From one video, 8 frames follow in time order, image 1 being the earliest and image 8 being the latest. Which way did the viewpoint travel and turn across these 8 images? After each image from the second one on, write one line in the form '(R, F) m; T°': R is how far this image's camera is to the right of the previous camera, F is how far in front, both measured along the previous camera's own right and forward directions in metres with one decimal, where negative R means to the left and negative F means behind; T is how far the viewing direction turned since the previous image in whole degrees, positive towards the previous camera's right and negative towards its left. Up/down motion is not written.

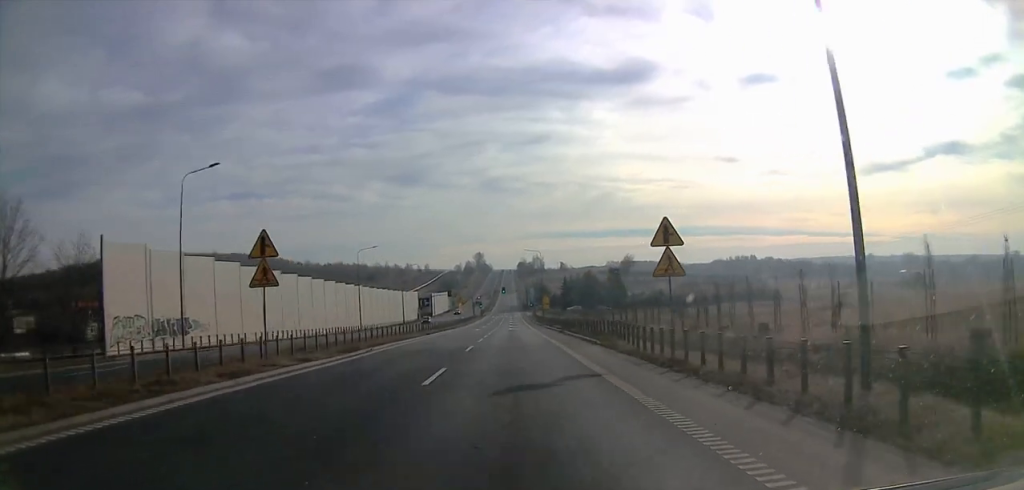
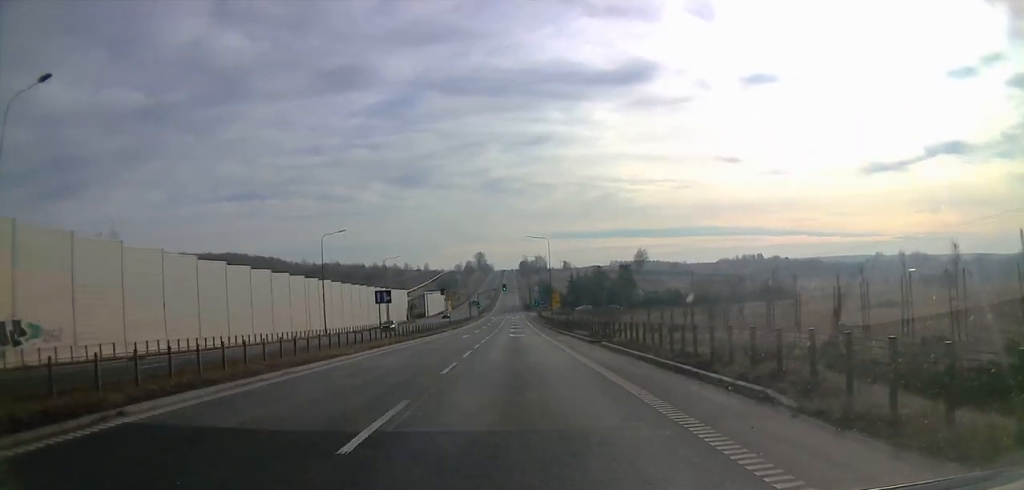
(+0.3, +18.3) m; 0°
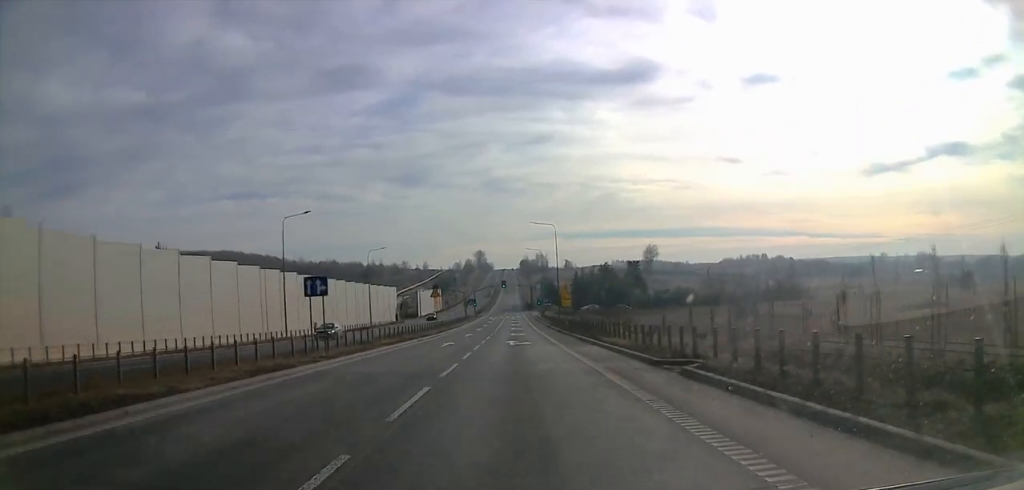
(-0.2, +12.5) m; -1°
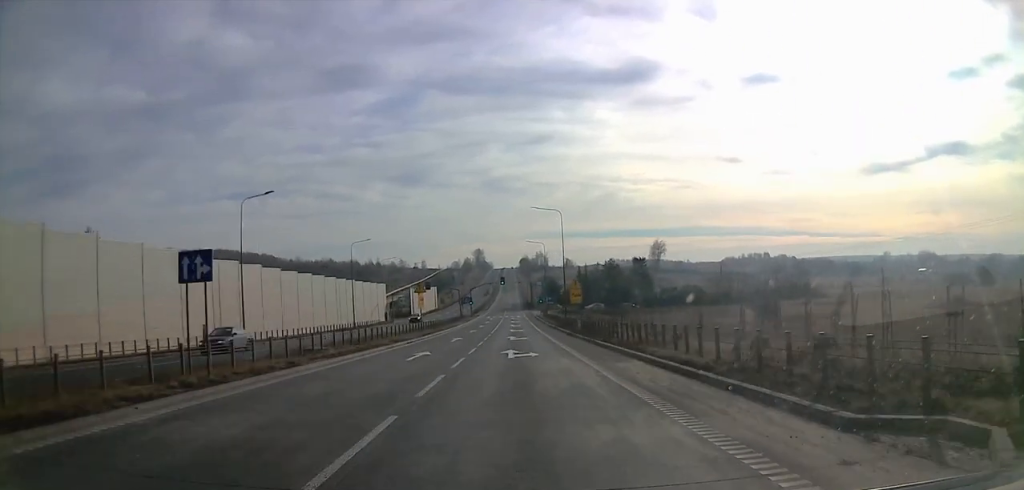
(0.0, +9.8) m; 0°
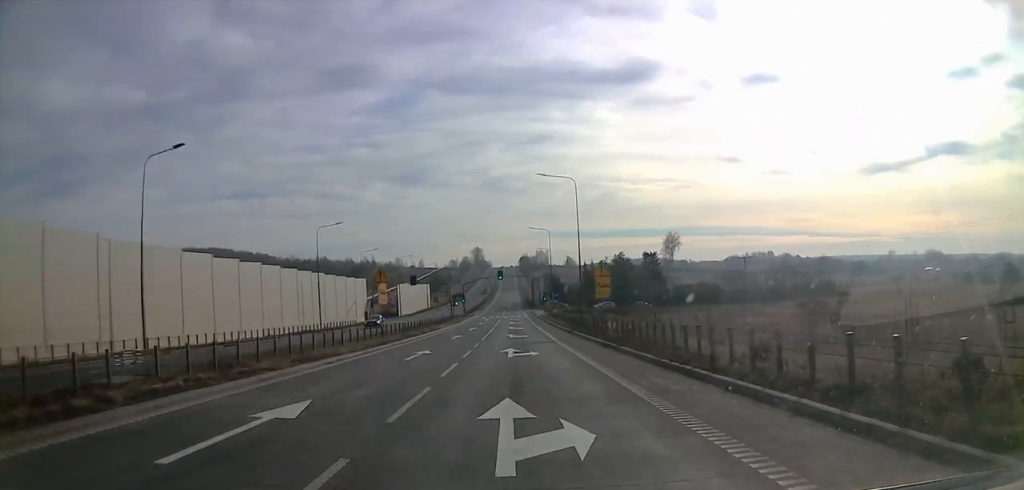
(0.0, +14.1) m; +1°
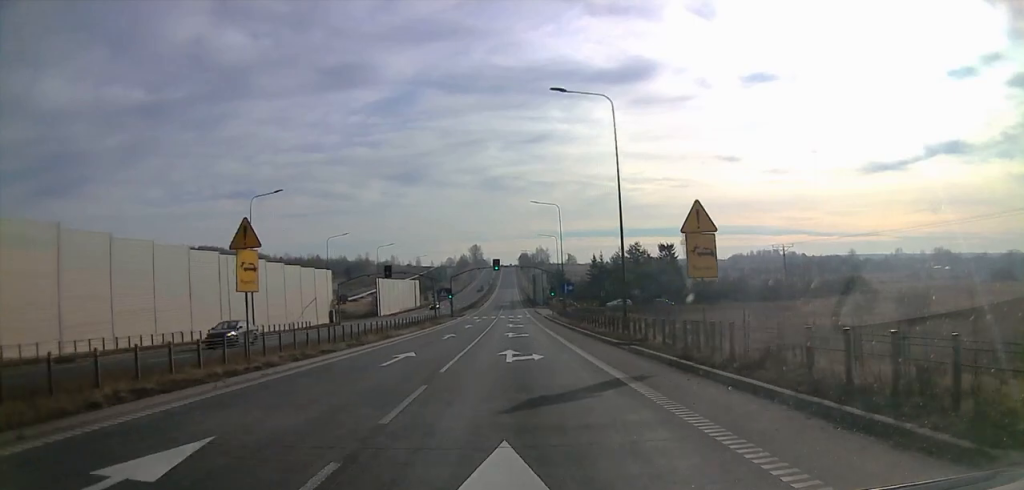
(+0.3, +18.2) m; +2°
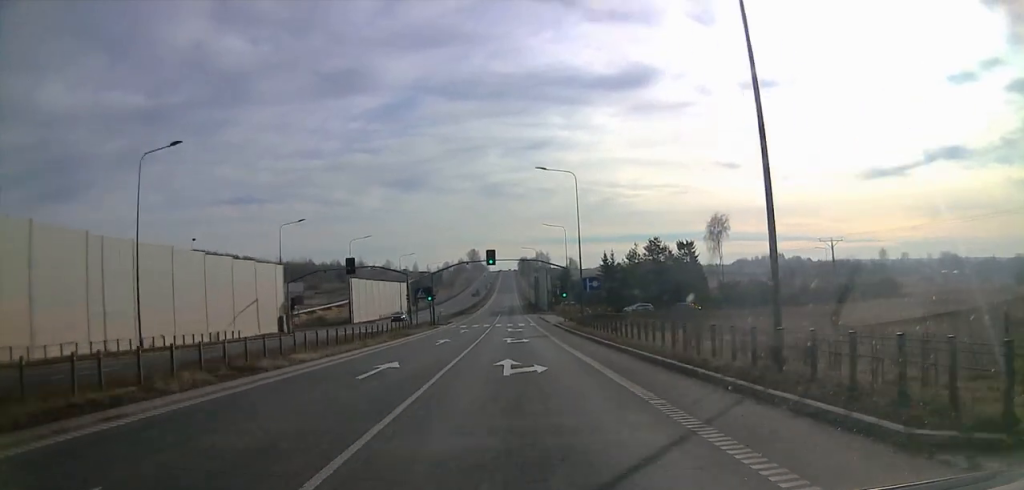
(+0.2, +15.6) m; +1°
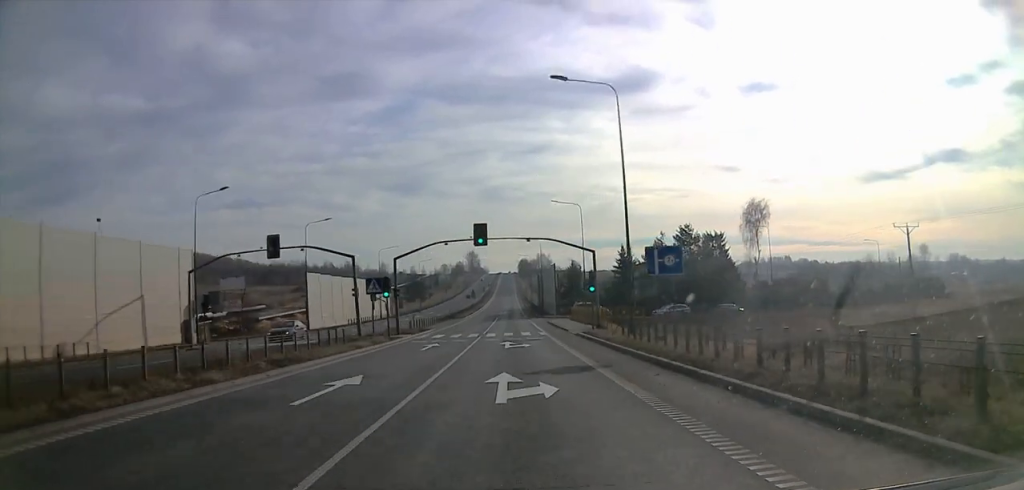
(+0.1, +16.7) m; -3°
